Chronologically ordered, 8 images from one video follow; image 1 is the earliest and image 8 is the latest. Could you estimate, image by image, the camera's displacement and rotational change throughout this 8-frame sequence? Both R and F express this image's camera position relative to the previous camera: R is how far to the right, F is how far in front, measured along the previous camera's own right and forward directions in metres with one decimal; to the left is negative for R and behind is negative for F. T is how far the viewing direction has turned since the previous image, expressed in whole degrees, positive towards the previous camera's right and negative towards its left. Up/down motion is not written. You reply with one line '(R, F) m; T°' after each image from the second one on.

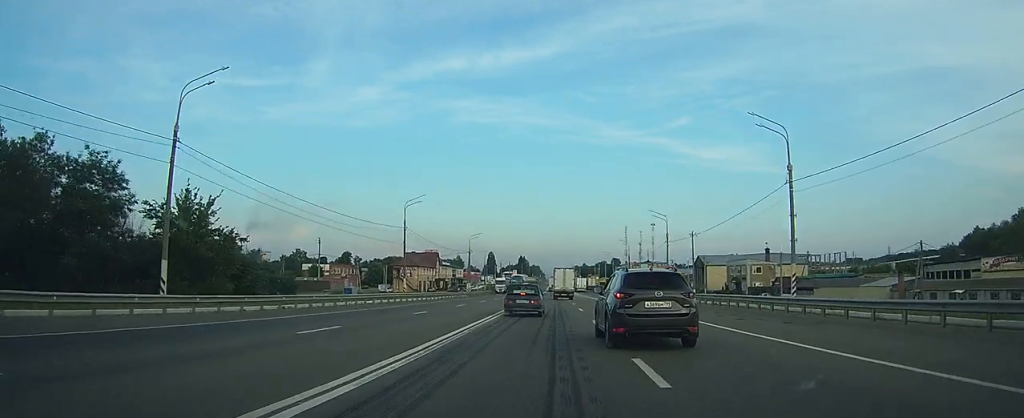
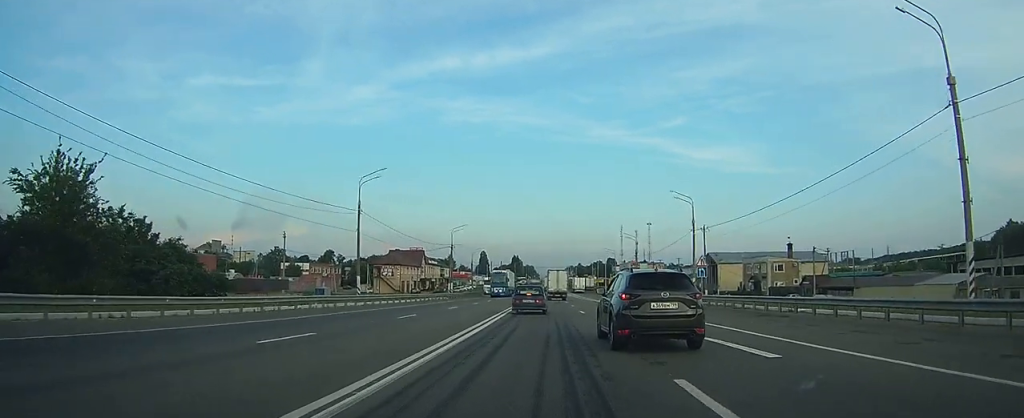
(0.0, +14.1) m; 0°
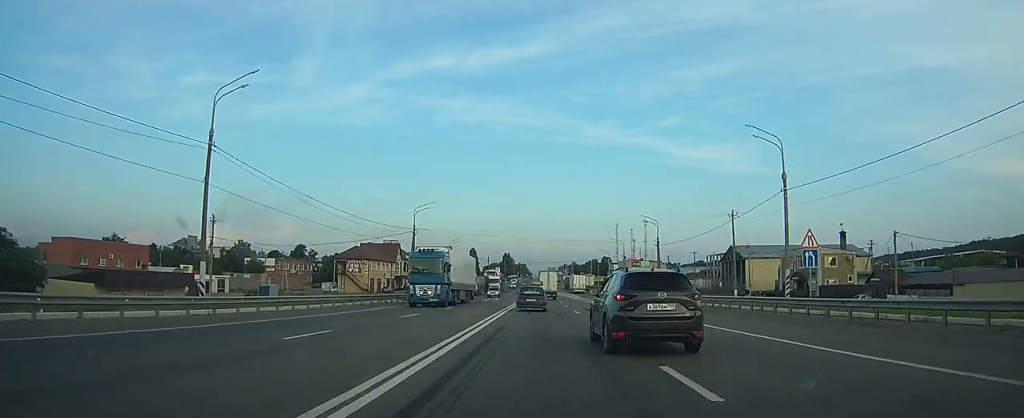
(+0.2, +22.4) m; +1°
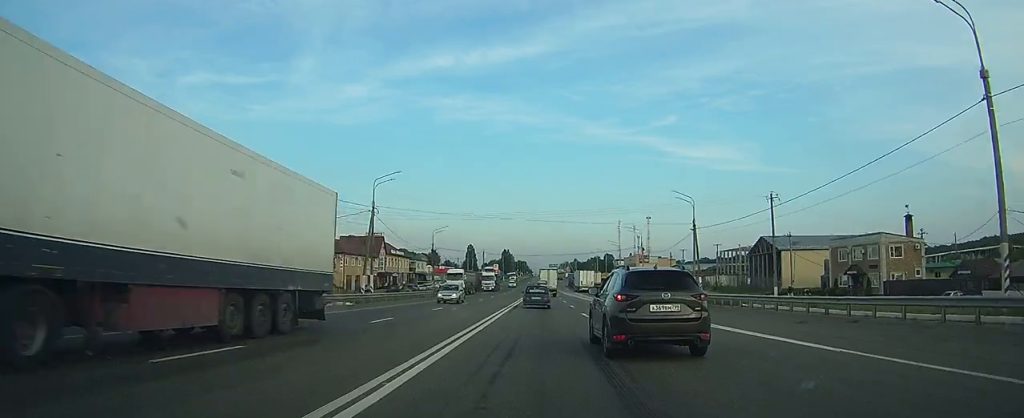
(0.0, +16.8) m; 0°
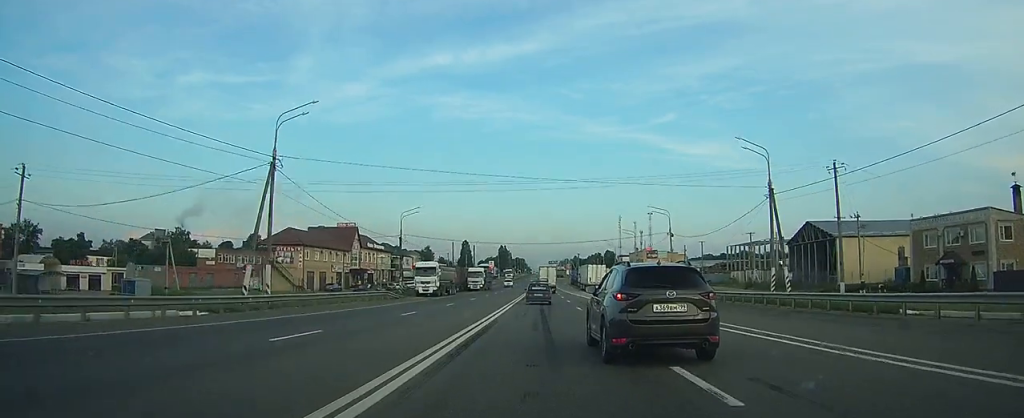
(0.0, +19.2) m; 0°
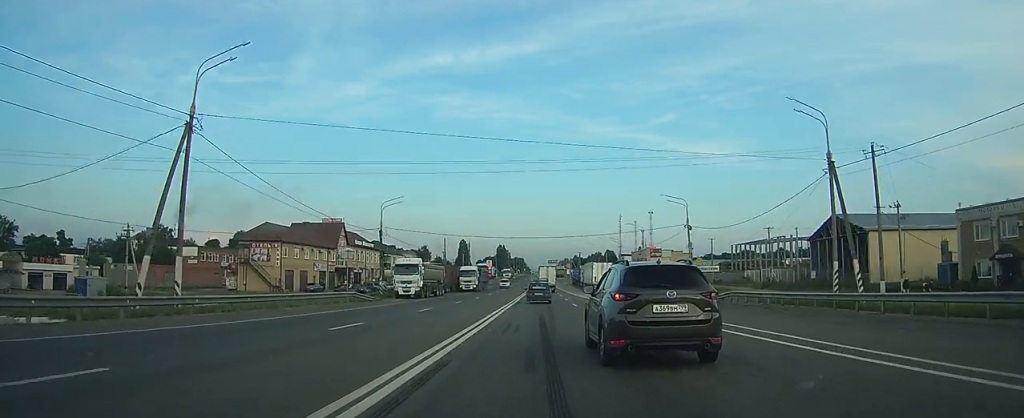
(0.0, +8.3) m; 0°
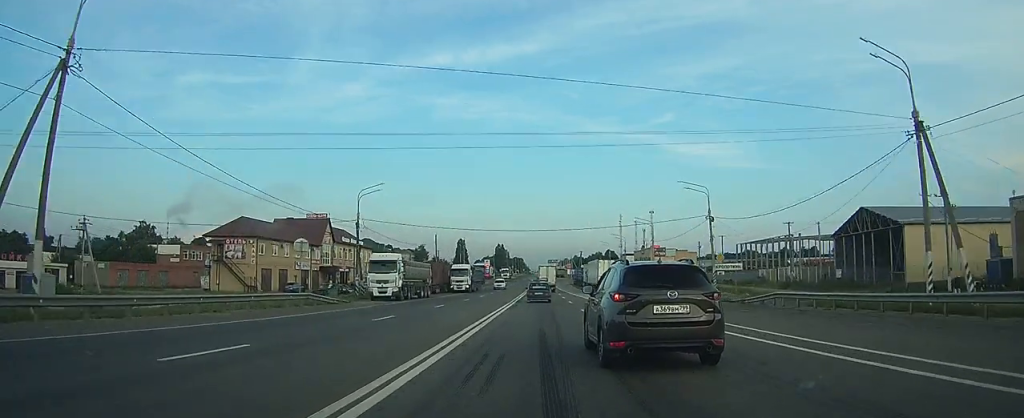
(0.0, +7.7) m; 0°
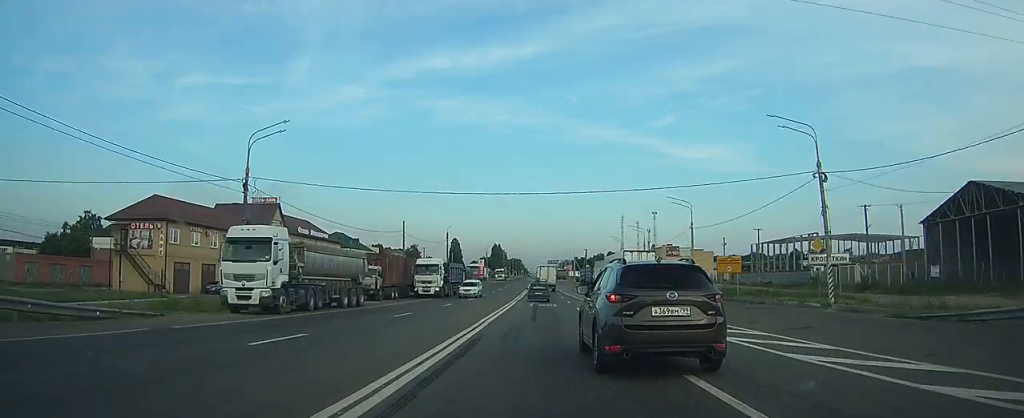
(0.0, +21.0) m; 0°
